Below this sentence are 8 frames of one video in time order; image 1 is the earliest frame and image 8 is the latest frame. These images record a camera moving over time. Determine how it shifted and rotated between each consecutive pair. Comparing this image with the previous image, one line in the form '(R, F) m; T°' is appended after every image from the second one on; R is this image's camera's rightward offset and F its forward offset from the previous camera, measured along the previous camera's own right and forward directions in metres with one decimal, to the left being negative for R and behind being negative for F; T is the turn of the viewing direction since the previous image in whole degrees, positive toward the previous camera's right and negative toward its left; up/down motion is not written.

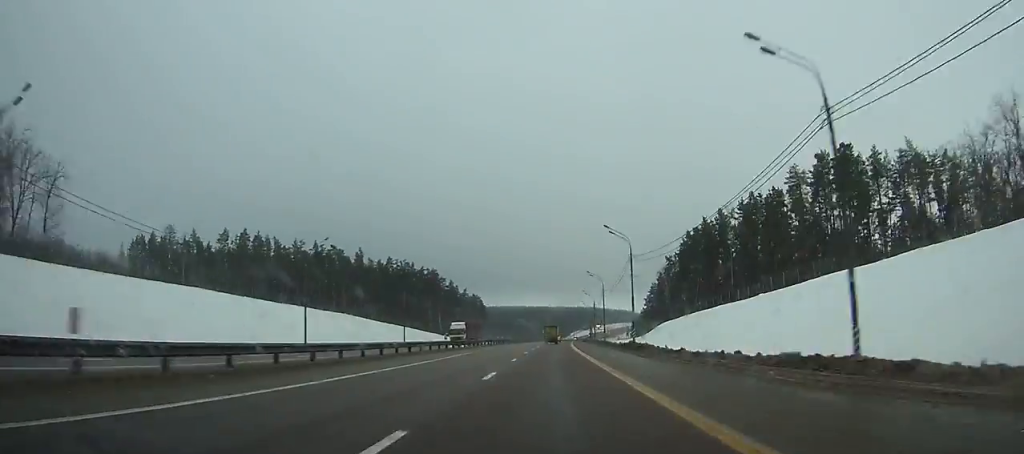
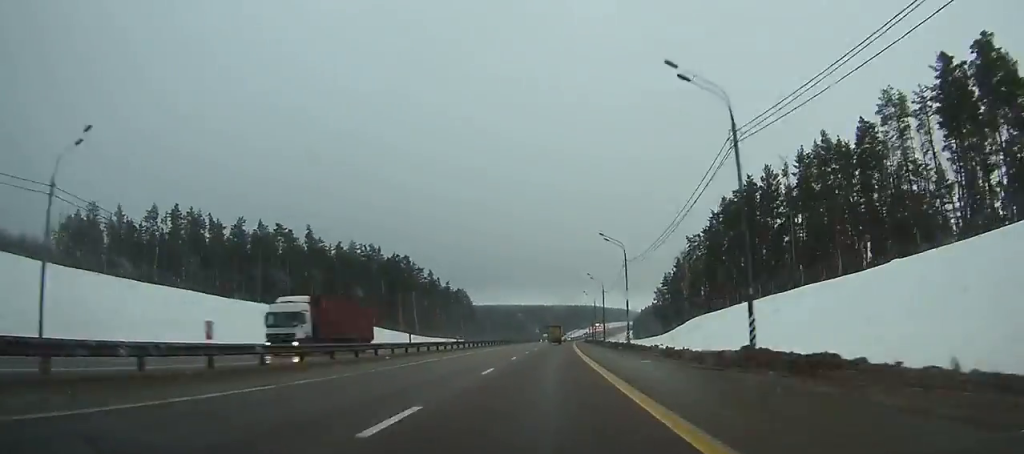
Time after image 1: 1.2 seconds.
(-0.1, +33.2) m; +1°
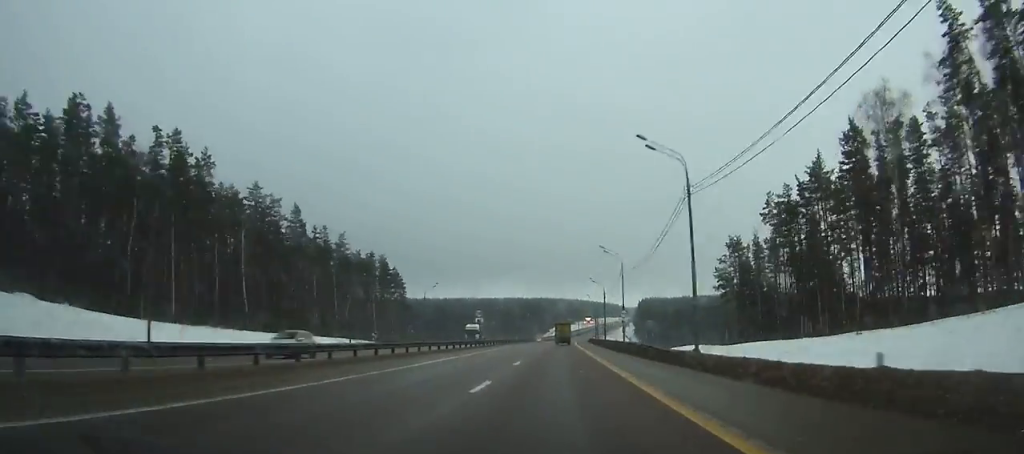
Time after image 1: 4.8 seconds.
(+1.9, +101.0) m; +2°
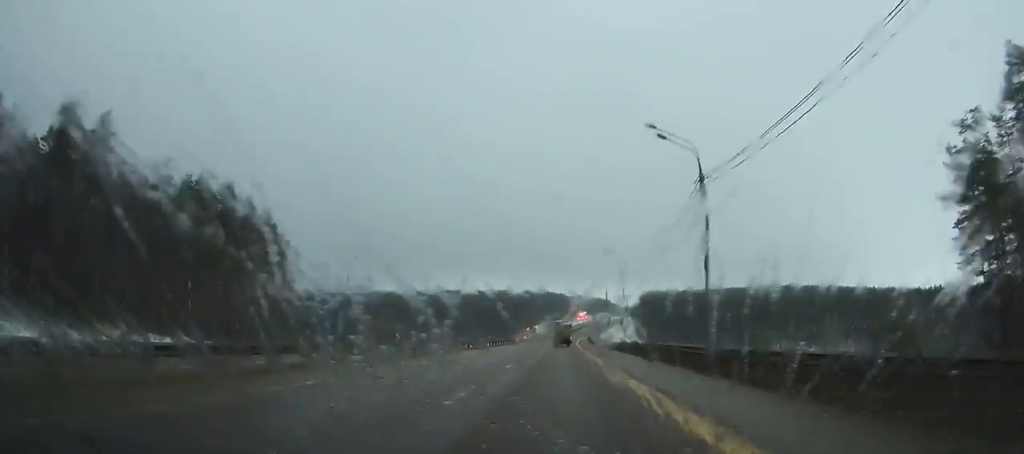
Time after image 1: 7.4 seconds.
(+0.8, +73.6) m; +1°
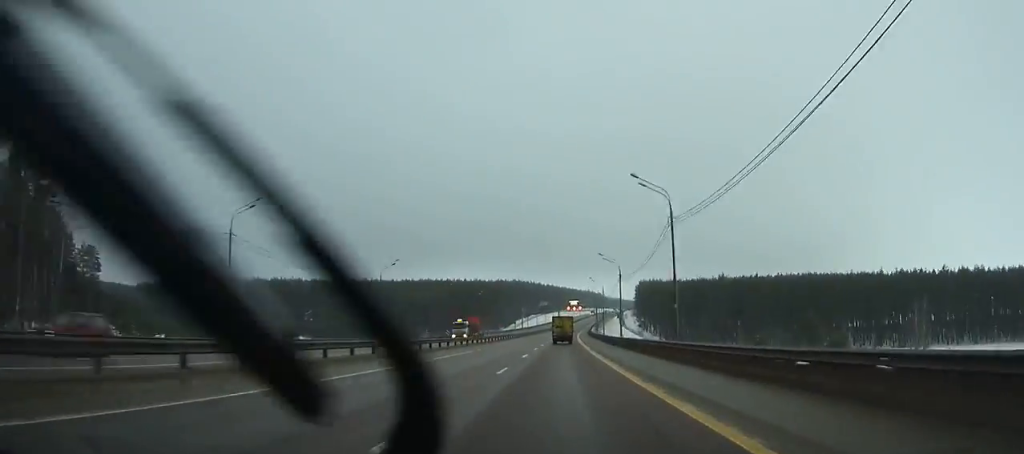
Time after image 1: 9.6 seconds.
(+0.5, +62.7) m; +1°
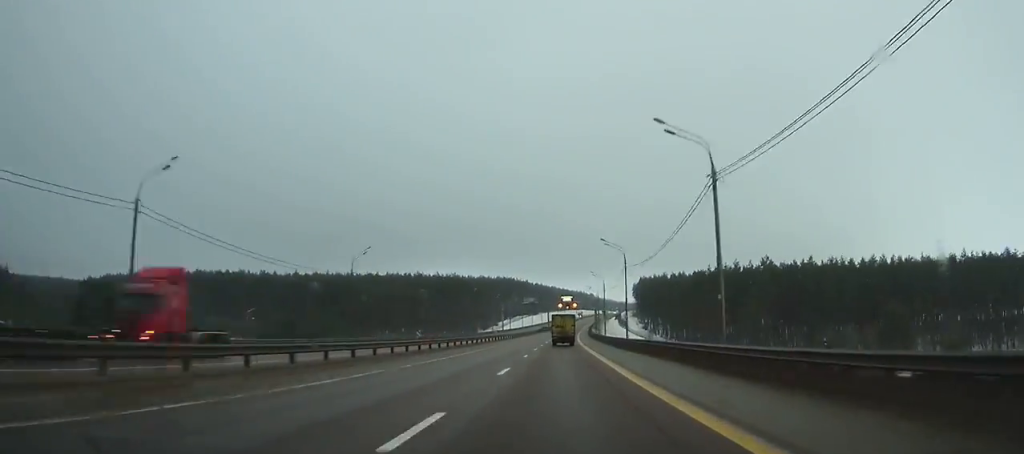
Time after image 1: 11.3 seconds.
(+0.5, +48.3) m; +1°
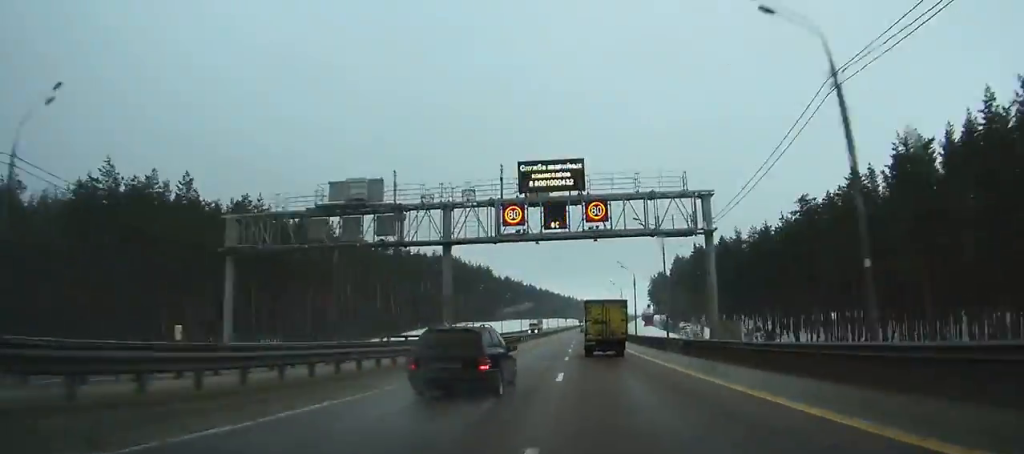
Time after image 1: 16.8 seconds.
(+2.5, +155.9) m; +2°
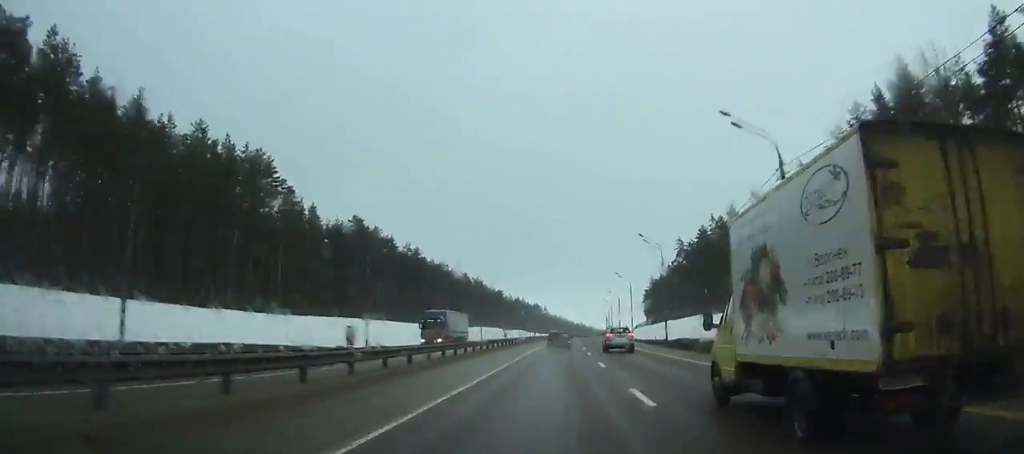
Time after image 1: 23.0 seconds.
(+6.0, +172.9) m; +4°
